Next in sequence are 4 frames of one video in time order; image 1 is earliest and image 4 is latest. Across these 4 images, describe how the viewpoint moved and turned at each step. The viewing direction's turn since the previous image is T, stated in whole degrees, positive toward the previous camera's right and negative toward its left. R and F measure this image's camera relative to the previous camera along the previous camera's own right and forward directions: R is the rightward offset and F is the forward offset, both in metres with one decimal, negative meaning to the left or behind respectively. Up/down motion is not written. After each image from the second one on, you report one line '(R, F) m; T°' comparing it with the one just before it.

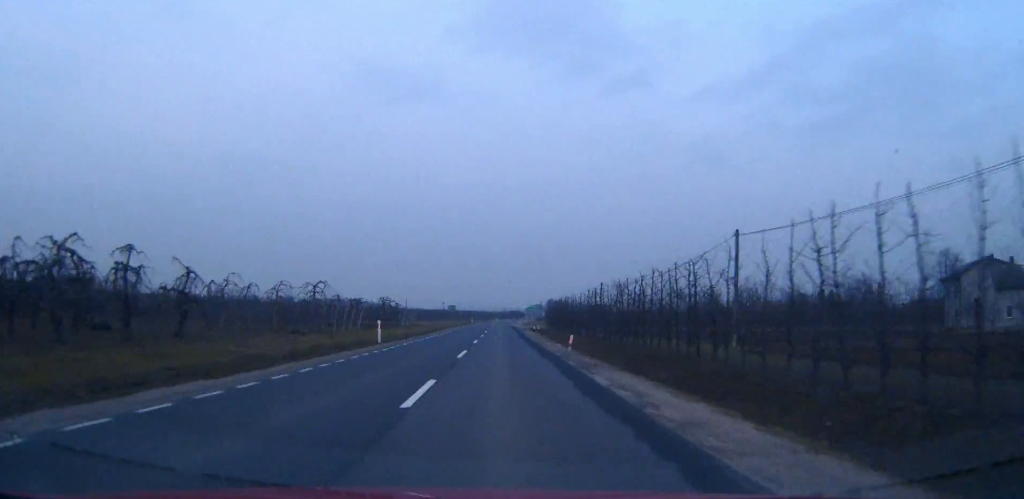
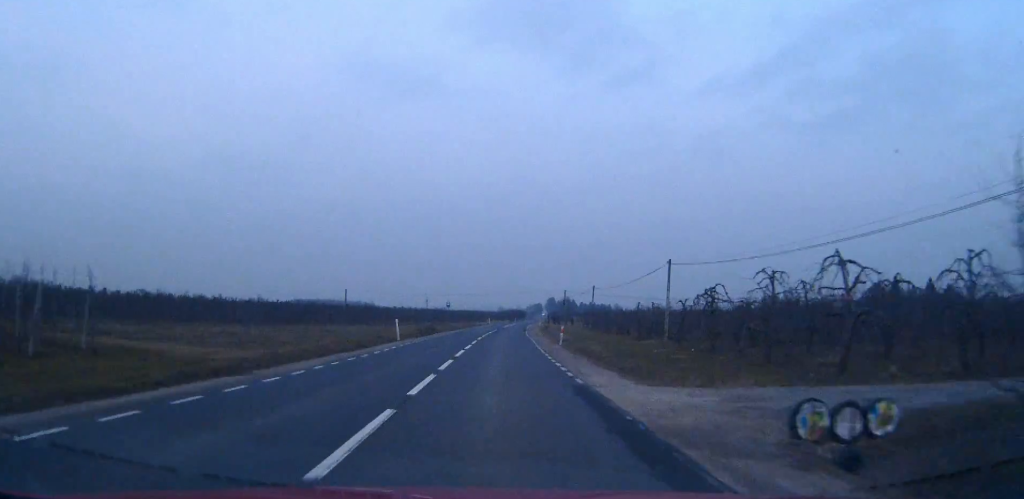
(0.0, +93.3) m; 0°
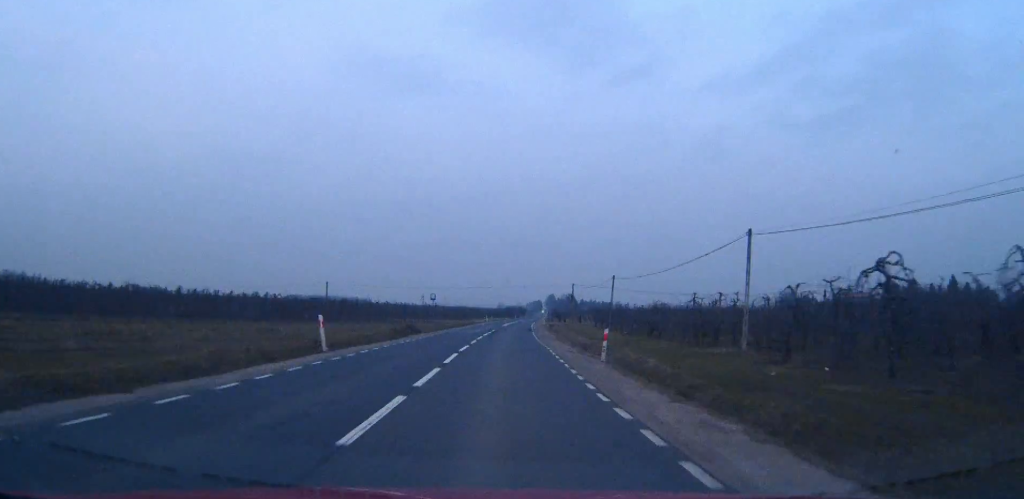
(0.0, +16.8) m; 0°
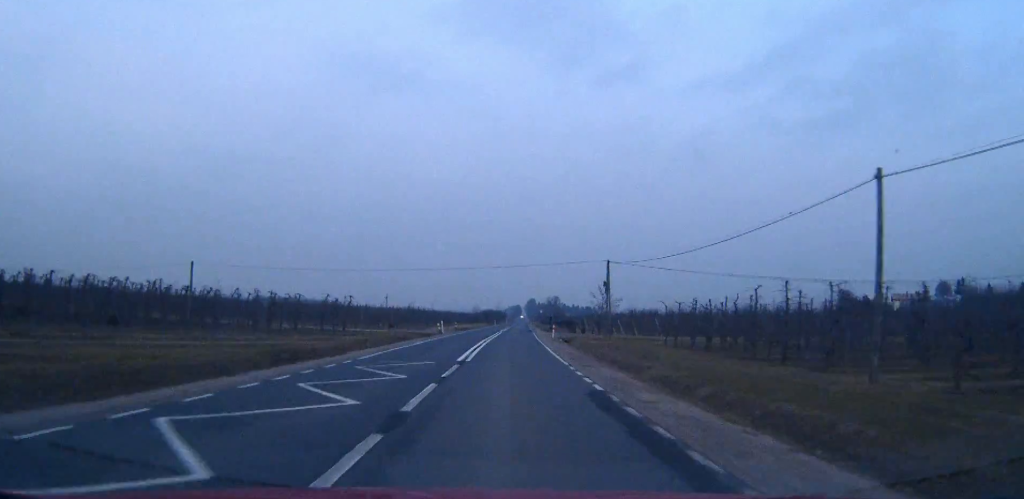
(+0.4, +56.5) m; +1°
